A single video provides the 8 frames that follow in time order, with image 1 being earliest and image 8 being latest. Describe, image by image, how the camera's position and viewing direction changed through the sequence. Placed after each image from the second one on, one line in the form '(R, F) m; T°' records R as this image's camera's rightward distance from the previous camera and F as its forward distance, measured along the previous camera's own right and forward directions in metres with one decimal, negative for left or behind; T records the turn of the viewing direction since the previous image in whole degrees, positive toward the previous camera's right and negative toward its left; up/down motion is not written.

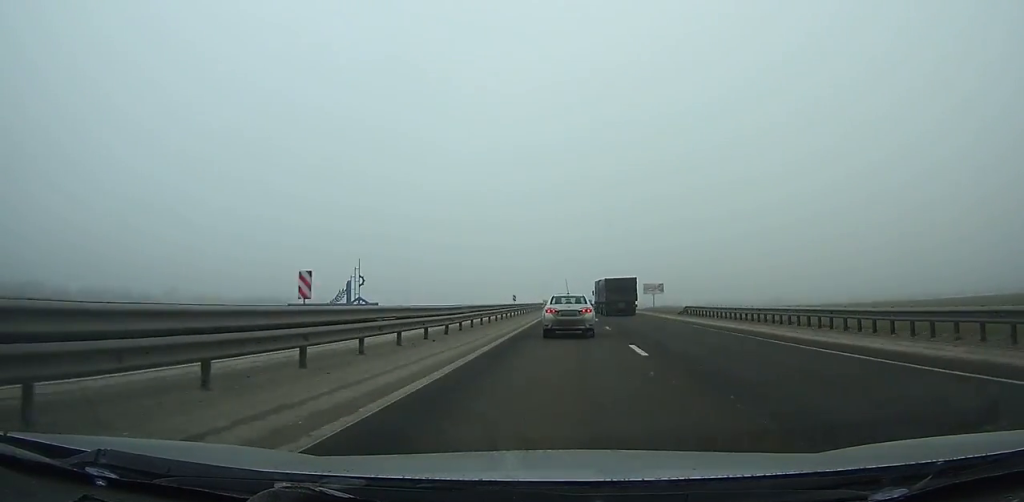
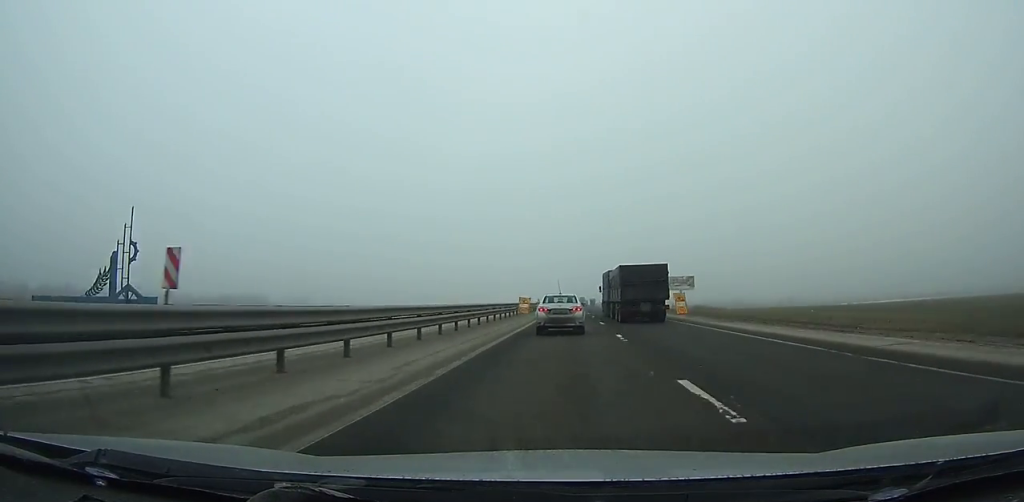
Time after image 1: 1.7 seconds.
(0.0, +43.3) m; 0°
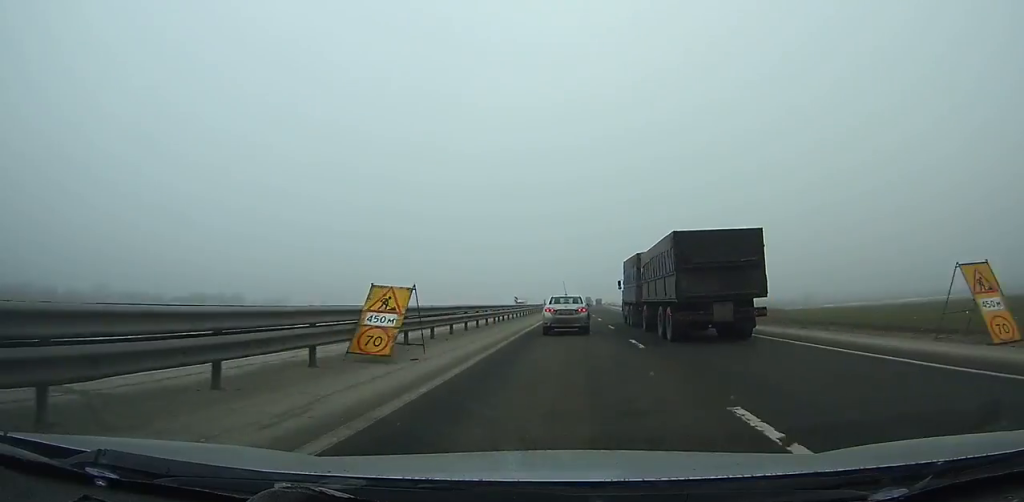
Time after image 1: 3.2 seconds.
(-0.3, +38.3) m; 0°
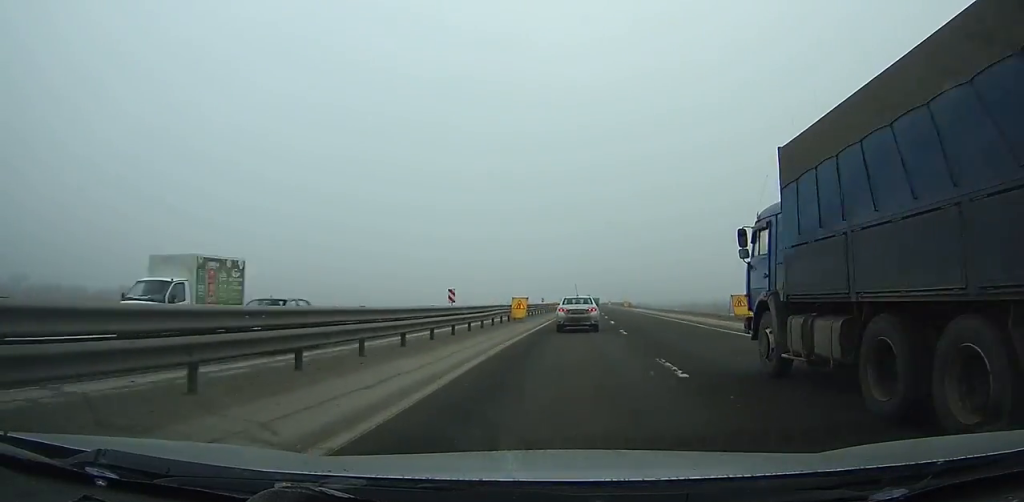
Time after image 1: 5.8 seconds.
(+0.6, +66.5) m; +2°
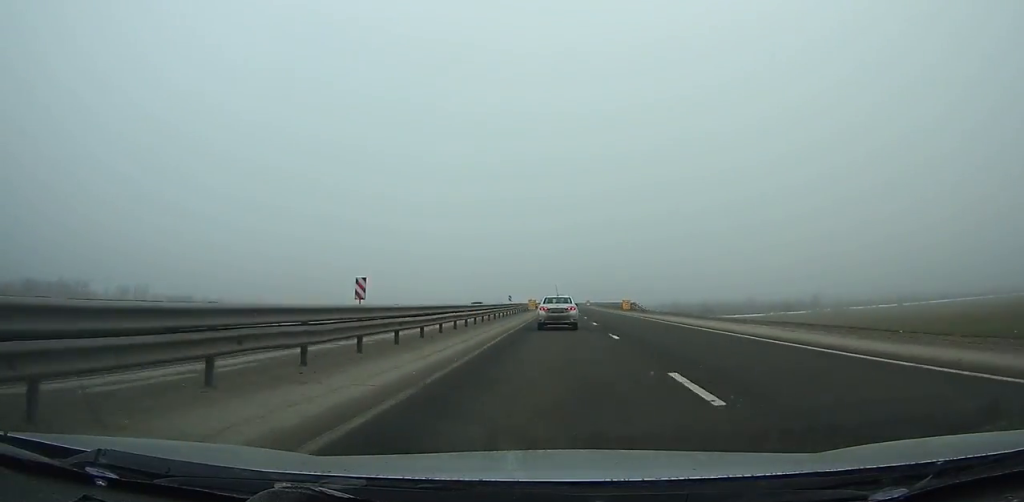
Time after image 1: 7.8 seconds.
(+0.6, +50.5) m; +1°
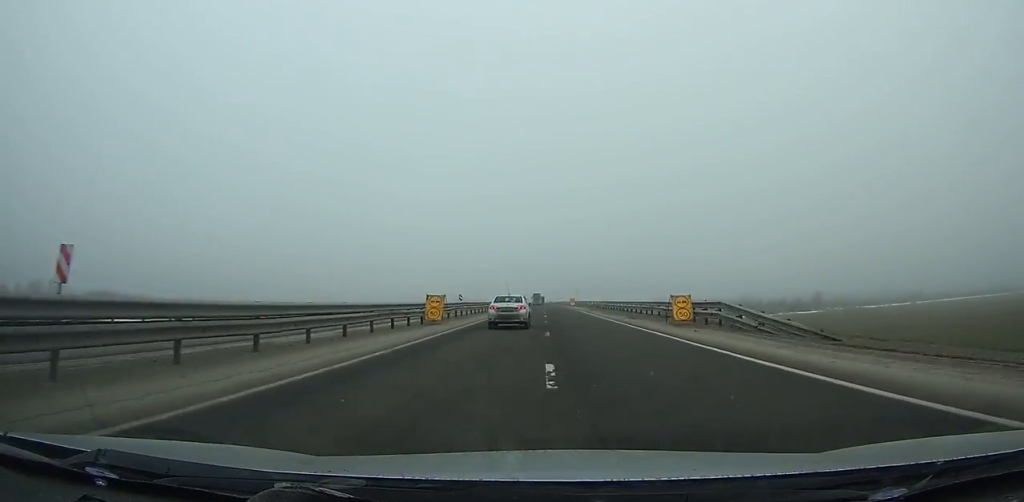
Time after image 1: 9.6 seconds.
(+1.0, +44.9) m; 0°
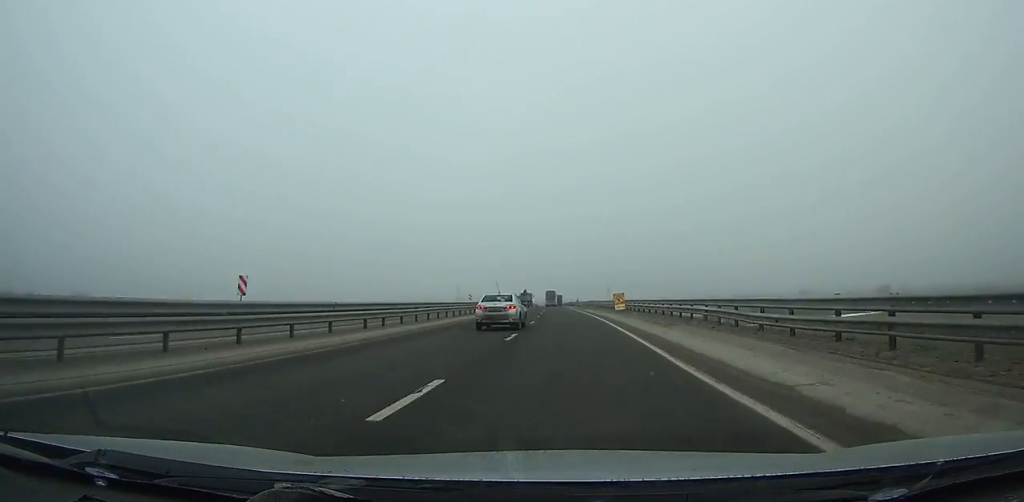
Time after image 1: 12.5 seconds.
(-0.8, +68.8) m; -2°
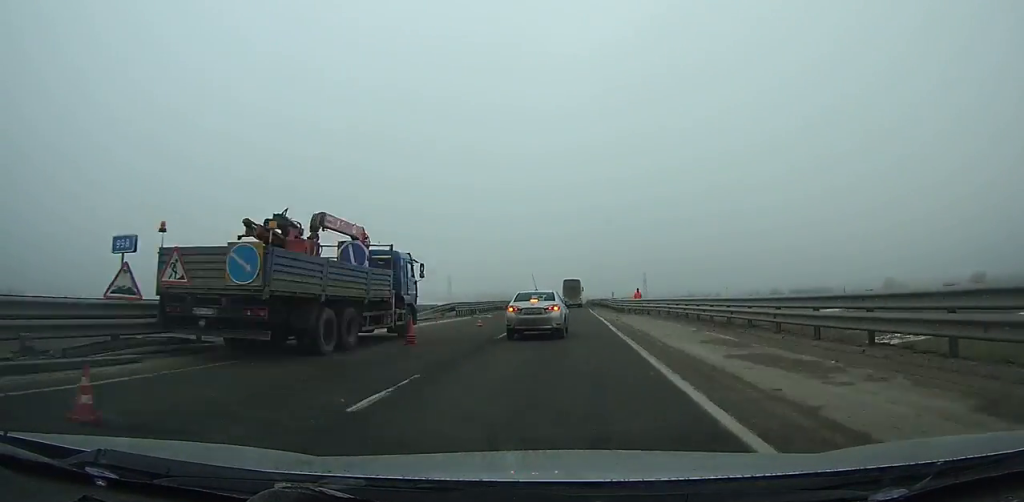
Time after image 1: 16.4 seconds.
(-1.5, +80.8) m; -2°
